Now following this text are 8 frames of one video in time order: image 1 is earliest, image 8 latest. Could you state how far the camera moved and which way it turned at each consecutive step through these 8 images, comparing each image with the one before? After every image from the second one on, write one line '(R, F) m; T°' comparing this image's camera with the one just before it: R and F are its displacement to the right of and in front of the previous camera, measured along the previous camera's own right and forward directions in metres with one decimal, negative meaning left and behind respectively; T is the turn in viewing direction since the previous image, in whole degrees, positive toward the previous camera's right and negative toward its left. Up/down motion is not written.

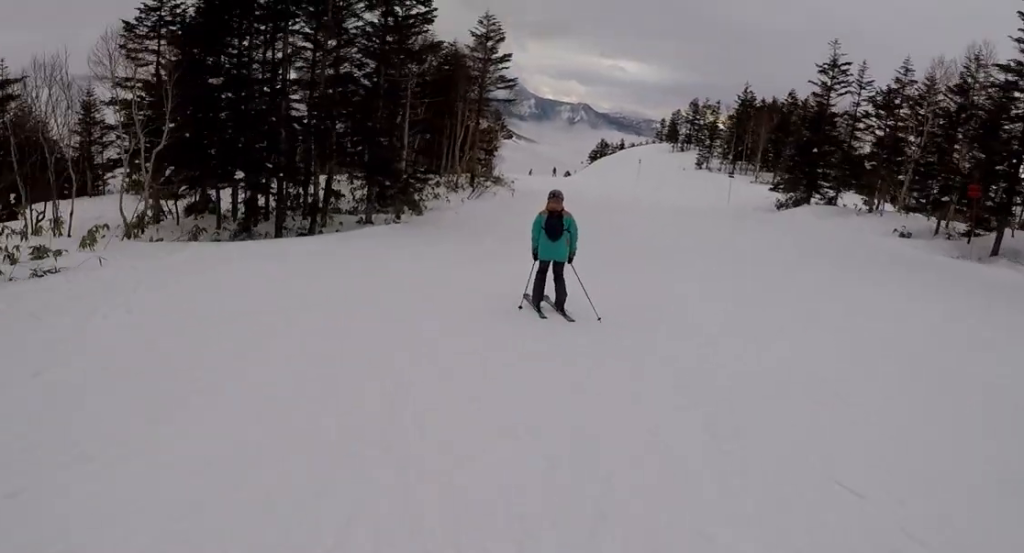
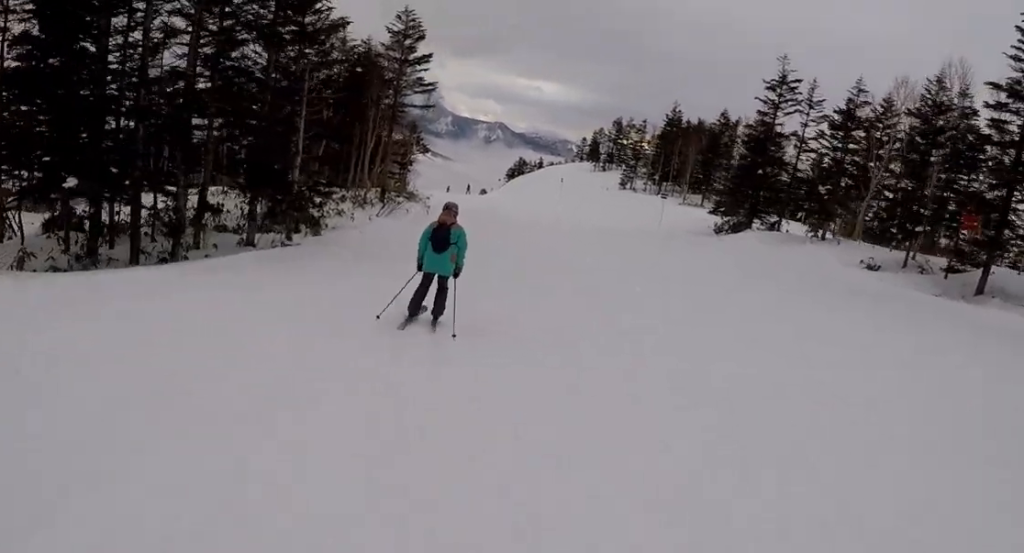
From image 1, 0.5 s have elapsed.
(0.0, +3.6) m; 0°
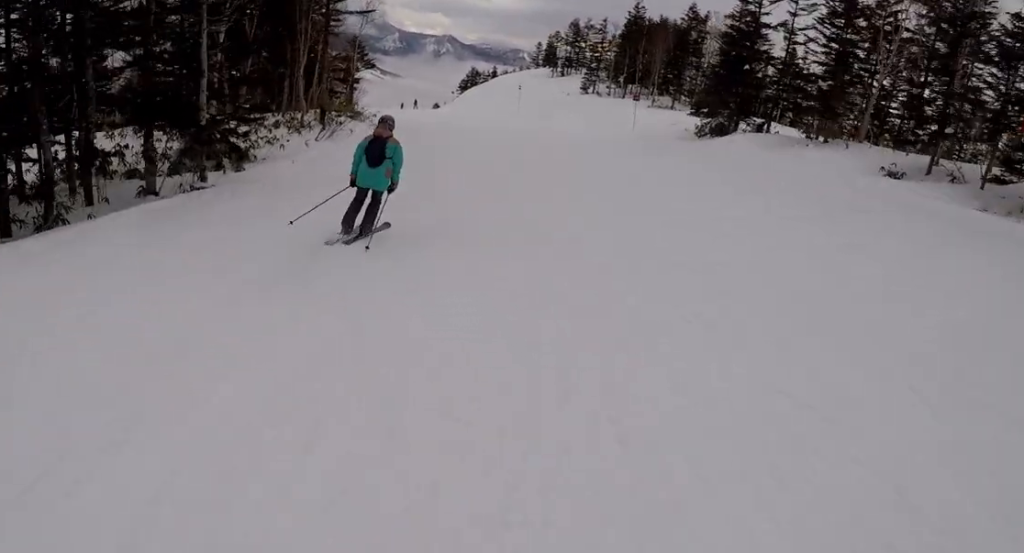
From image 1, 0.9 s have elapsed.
(0.0, +3.0) m; 0°
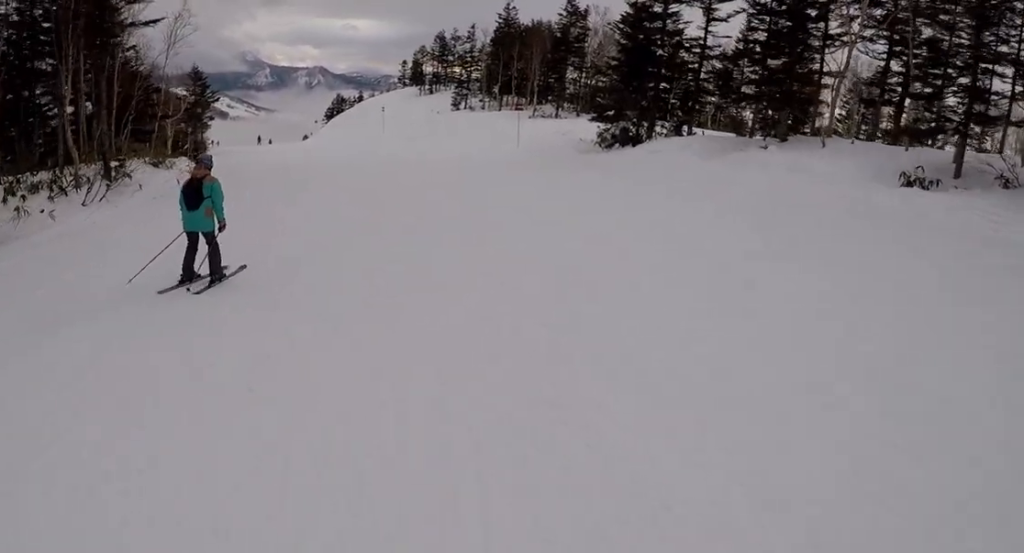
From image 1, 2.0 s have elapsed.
(0.0, +7.7) m; 0°
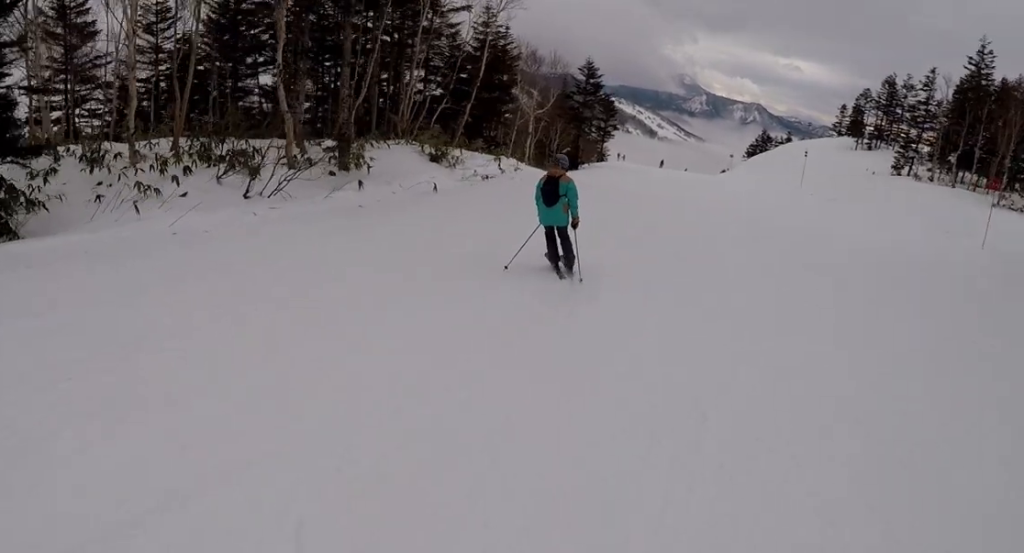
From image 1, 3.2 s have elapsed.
(0.0, +8.9) m; -8°
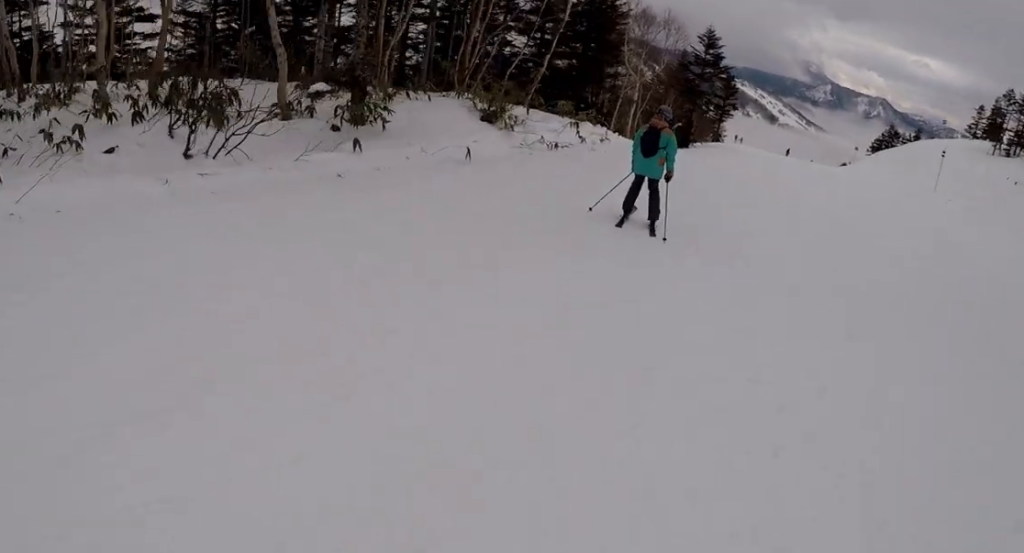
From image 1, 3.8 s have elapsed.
(-0.4, +3.8) m; -2°
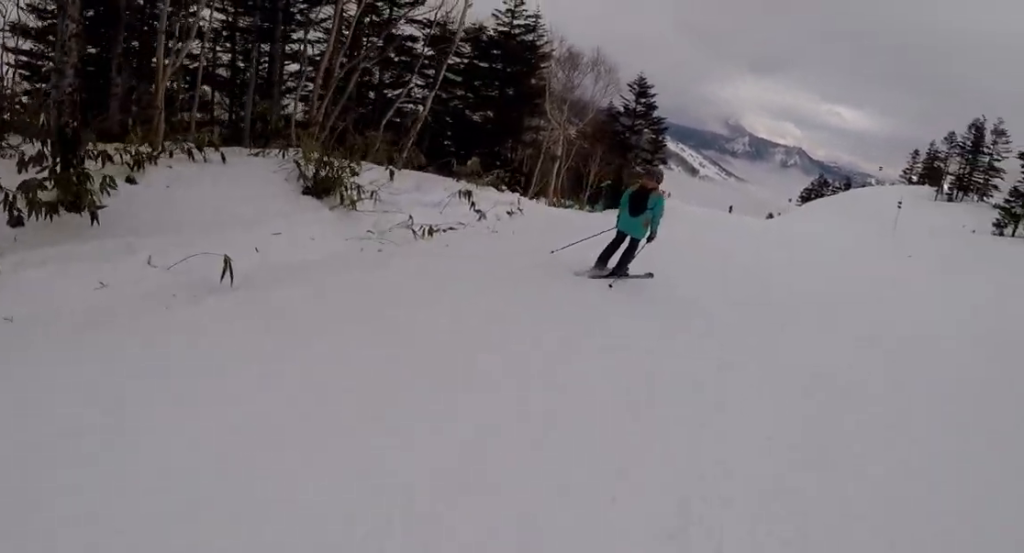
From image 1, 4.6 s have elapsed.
(-0.6, +5.1) m; +1°
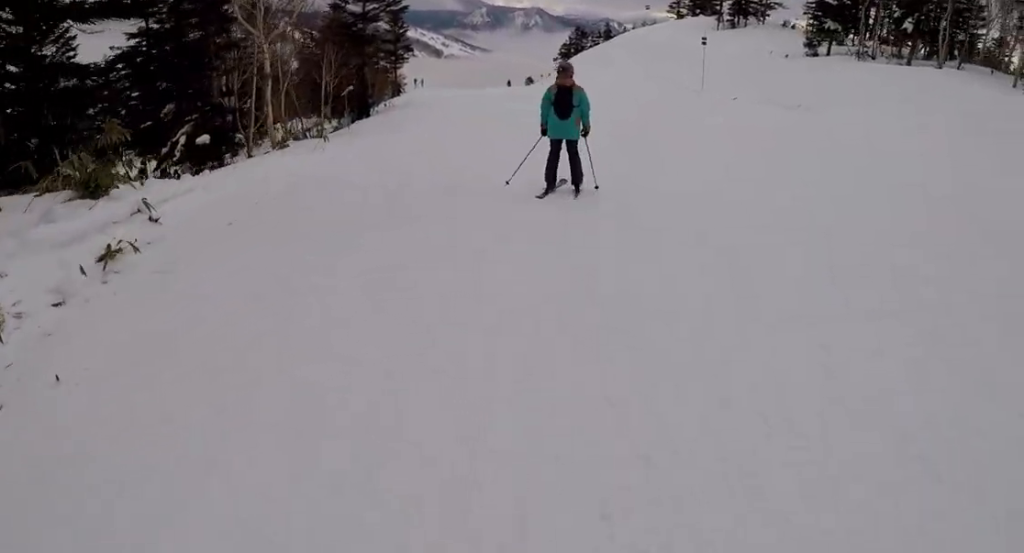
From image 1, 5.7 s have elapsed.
(+1.1, +6.9) m; +9°
